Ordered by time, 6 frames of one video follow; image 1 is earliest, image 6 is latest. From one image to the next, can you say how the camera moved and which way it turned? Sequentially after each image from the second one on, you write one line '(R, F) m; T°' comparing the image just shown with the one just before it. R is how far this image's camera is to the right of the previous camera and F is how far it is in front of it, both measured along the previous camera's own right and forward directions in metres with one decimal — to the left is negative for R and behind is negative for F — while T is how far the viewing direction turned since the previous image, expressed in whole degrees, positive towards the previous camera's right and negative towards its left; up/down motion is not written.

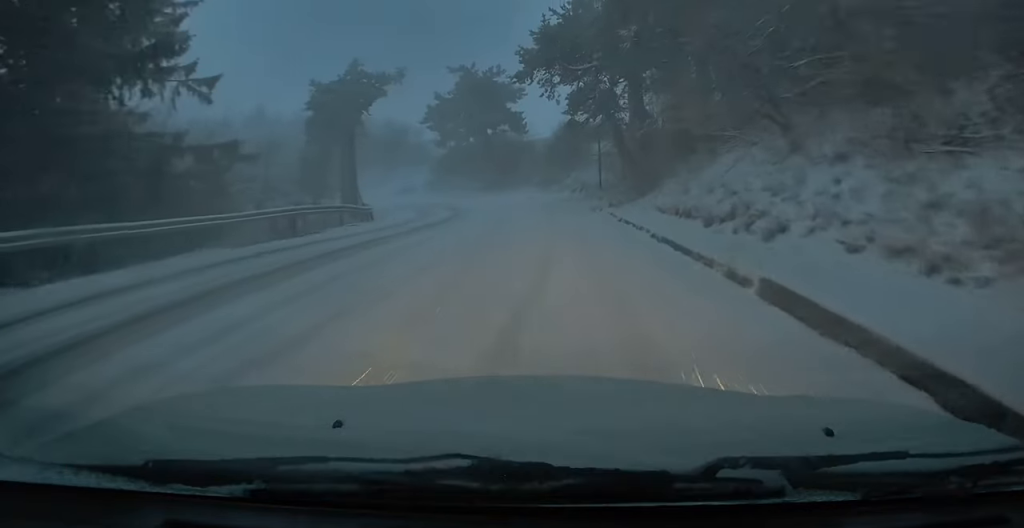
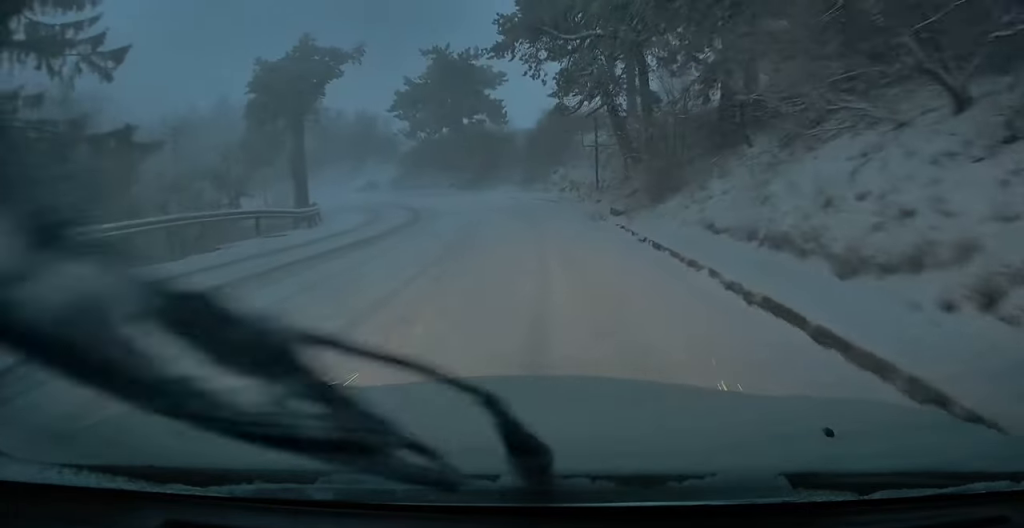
(+0.1, +5.4) m; +1°
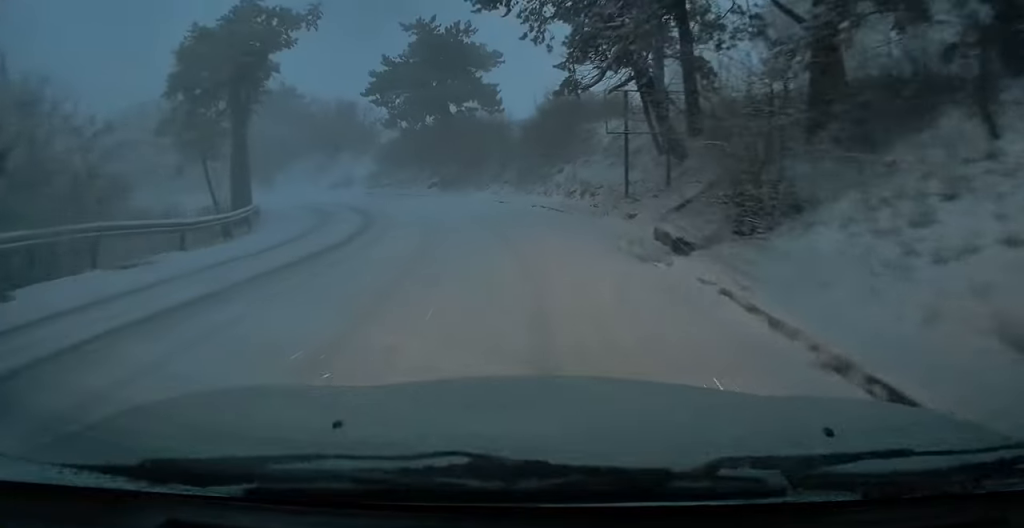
(0.0, +6.7) m; -1°
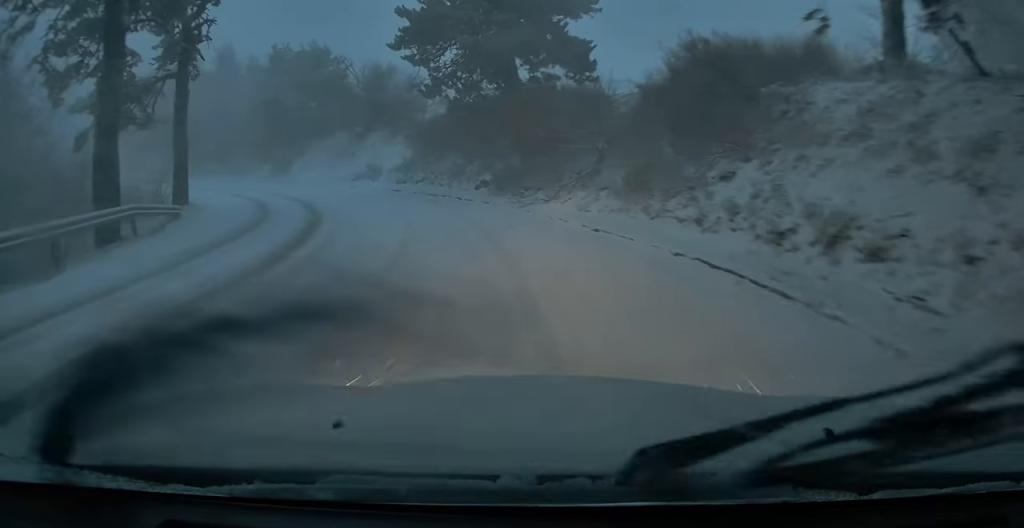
(-0.5, +12.1) m; -8°
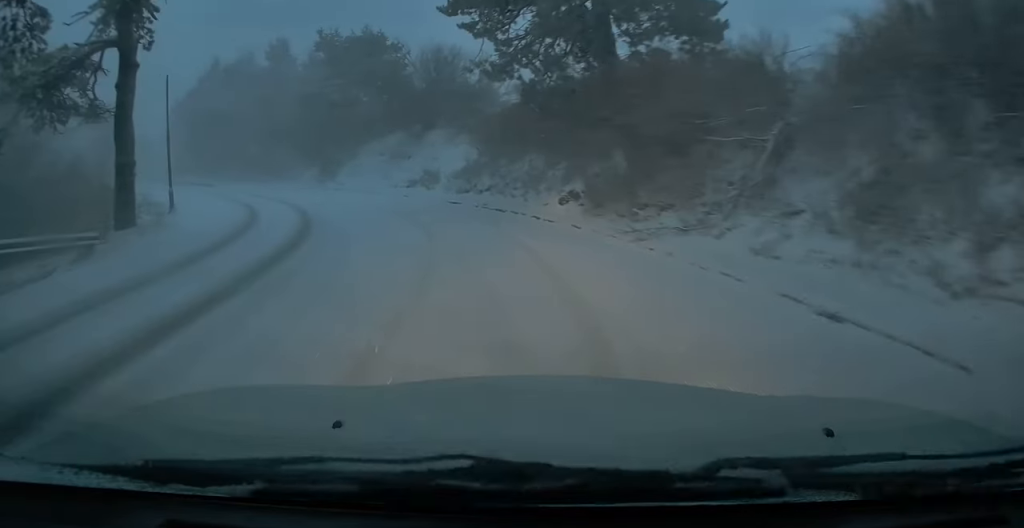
(-0.4, +6.8) m; -9°
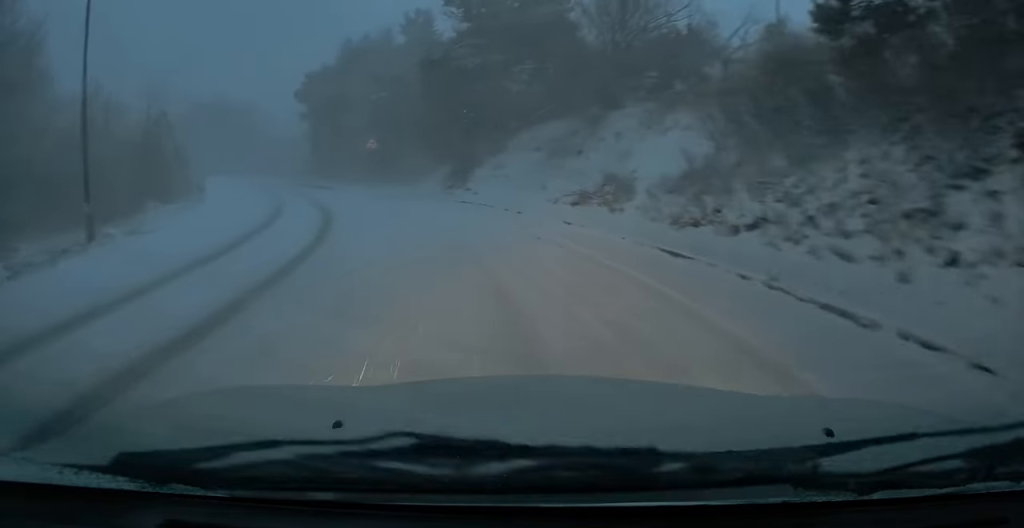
(-1.7, +12.1) m; -16°
